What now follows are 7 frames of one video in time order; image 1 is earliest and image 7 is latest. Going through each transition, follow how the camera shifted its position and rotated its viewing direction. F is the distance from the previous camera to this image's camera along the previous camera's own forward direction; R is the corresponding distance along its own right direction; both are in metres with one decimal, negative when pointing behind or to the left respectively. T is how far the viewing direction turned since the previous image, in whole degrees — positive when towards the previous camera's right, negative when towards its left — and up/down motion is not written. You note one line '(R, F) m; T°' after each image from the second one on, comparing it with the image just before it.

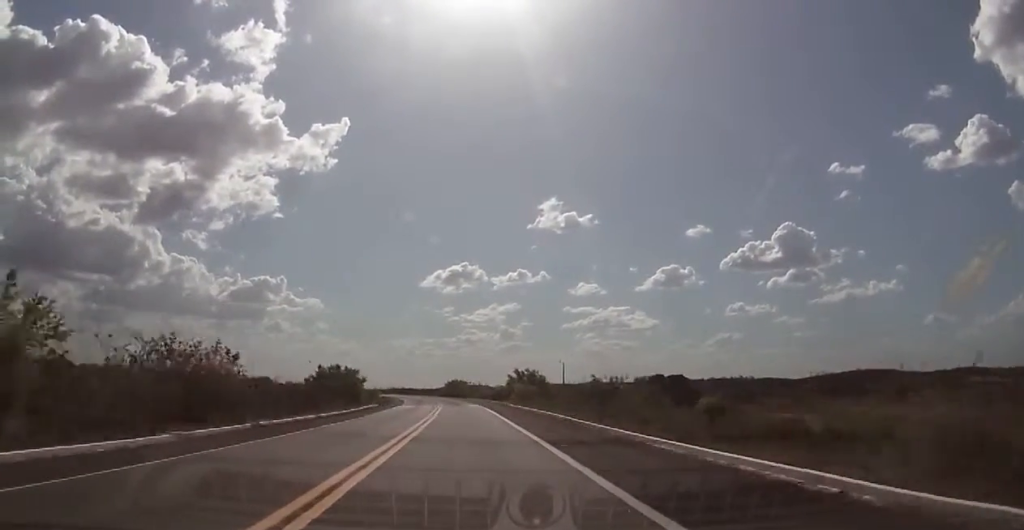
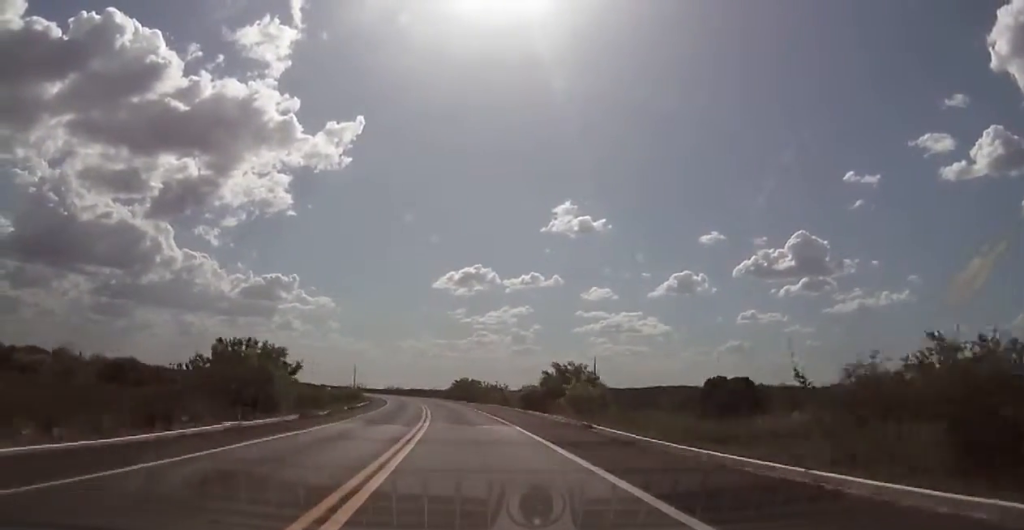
(0.0, +35.9) m; 0°
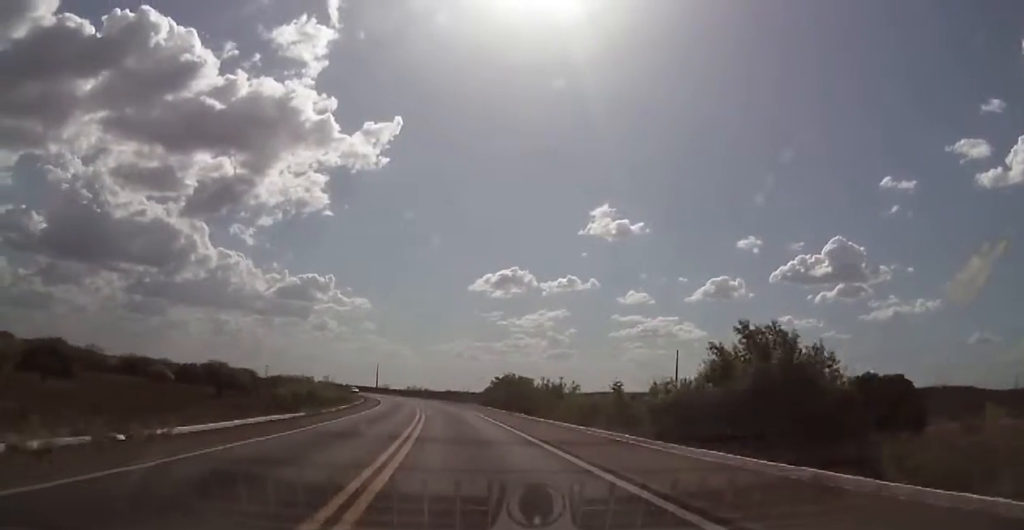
(+0.1, +43.7) m; -2°
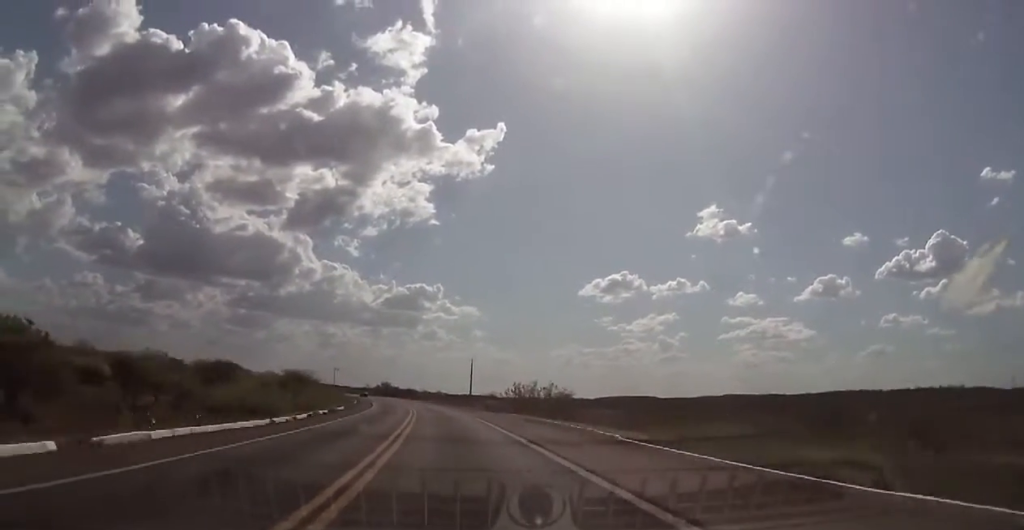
(-8.3, +104.6) m; -9°
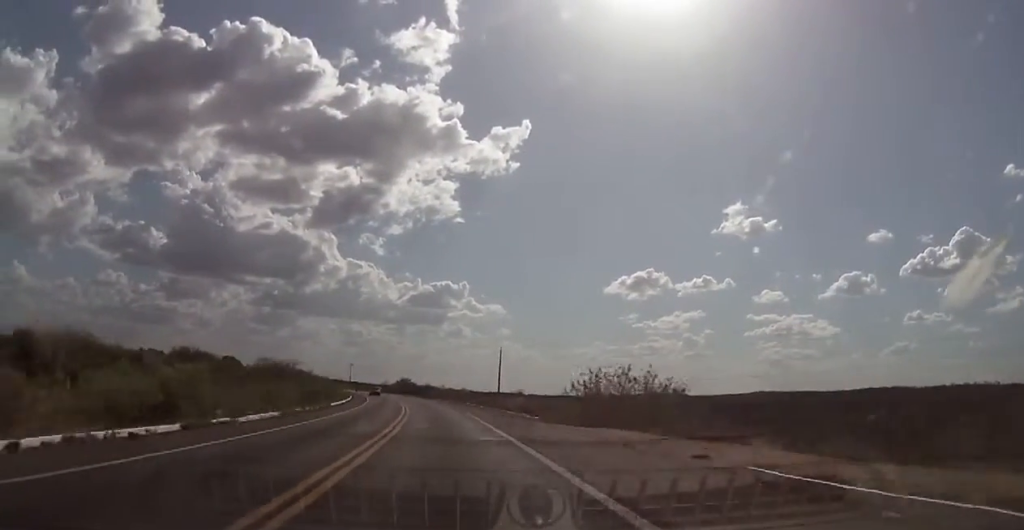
(-0.6, +26.6) m; -3°
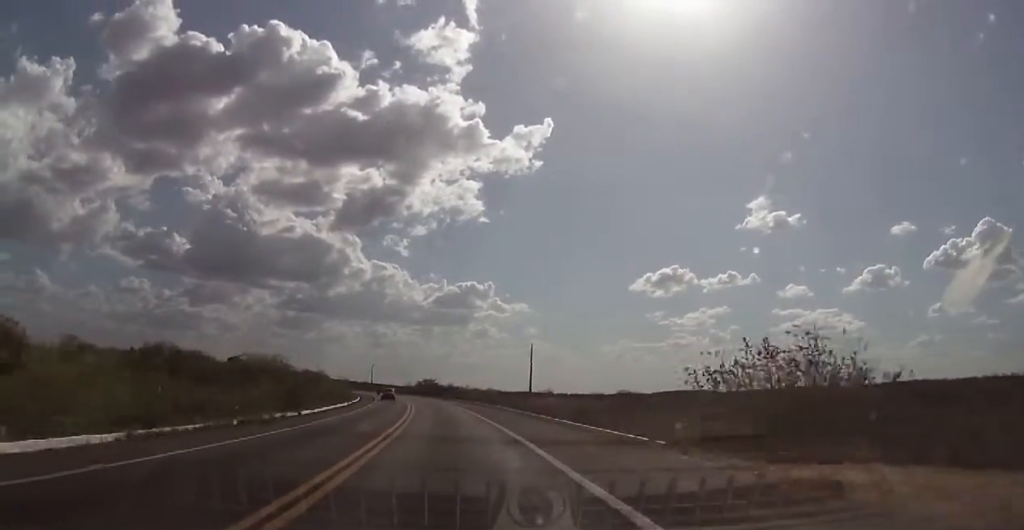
(+0.2, +17.0) m; -2°
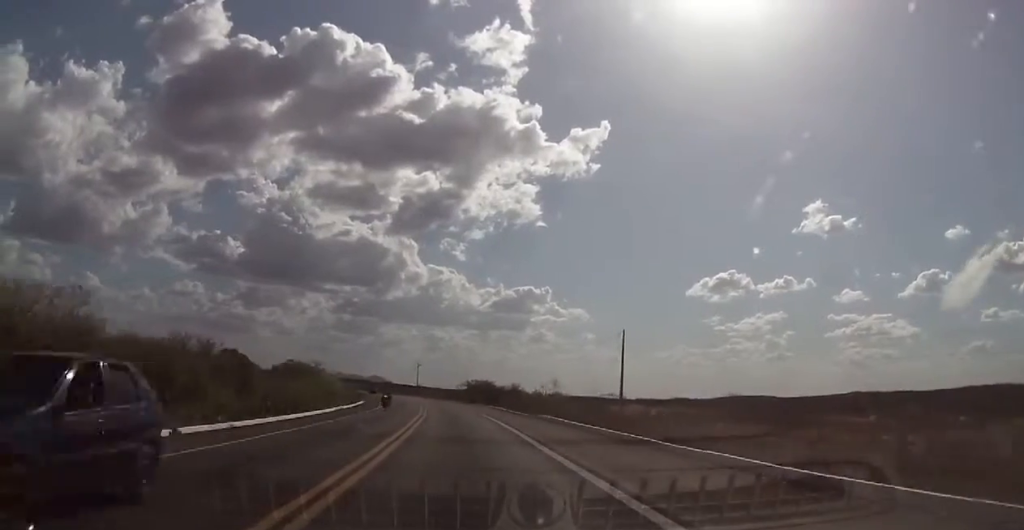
(-2.4, +45.8) m; -5°
